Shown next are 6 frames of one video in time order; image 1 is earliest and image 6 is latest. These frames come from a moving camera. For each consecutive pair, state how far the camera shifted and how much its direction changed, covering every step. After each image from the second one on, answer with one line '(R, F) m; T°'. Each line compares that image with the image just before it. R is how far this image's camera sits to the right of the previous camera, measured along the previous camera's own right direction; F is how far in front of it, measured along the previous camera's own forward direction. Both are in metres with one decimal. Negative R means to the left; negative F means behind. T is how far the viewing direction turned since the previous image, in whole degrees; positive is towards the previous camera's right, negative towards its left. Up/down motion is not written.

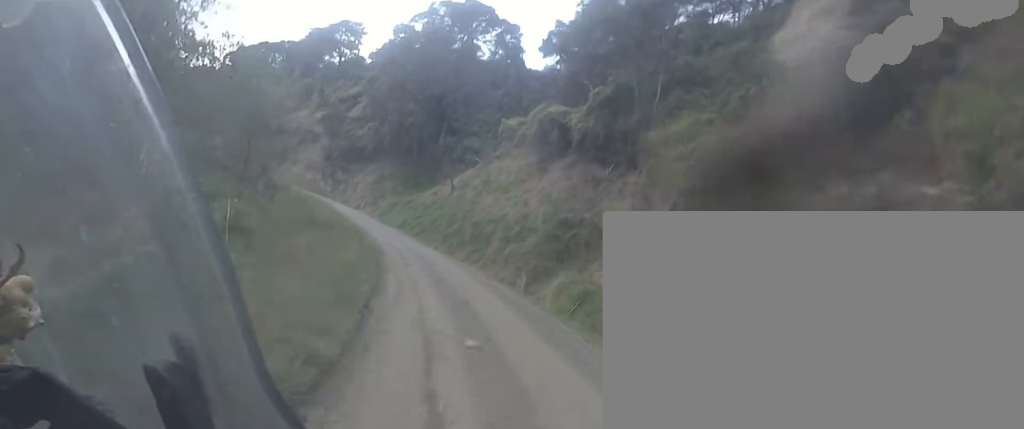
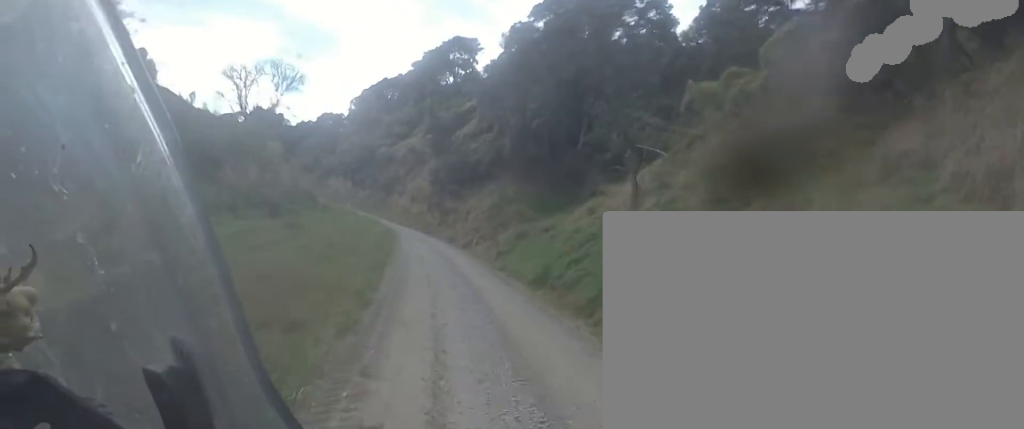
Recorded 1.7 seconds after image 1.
(-4.2, +19.5) m; -19°
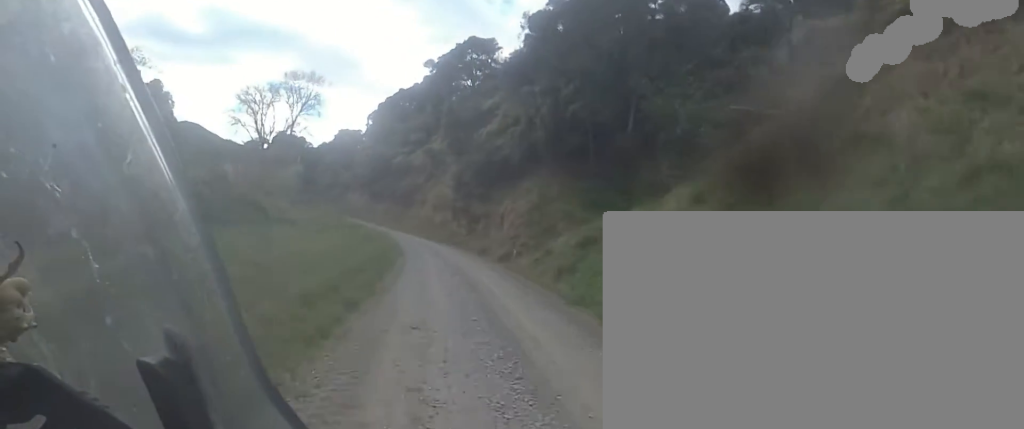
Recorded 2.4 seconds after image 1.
(-0.7, +8.6) m; -2°
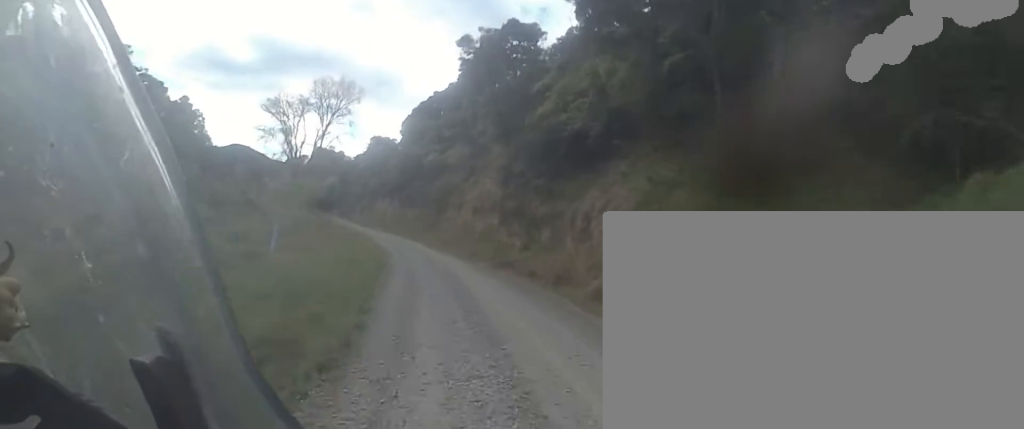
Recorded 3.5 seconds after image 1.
(+0.6, +14.6) m; +1°
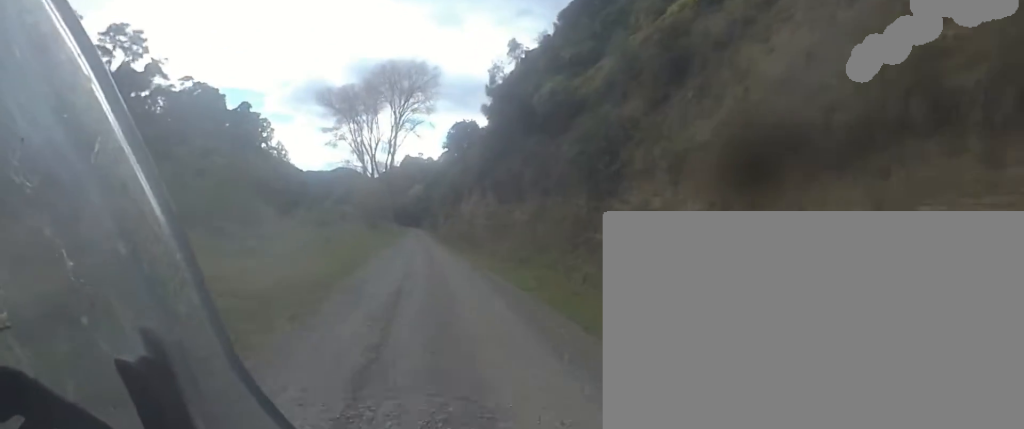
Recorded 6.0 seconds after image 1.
(-3.1, +31.6) m; -11°
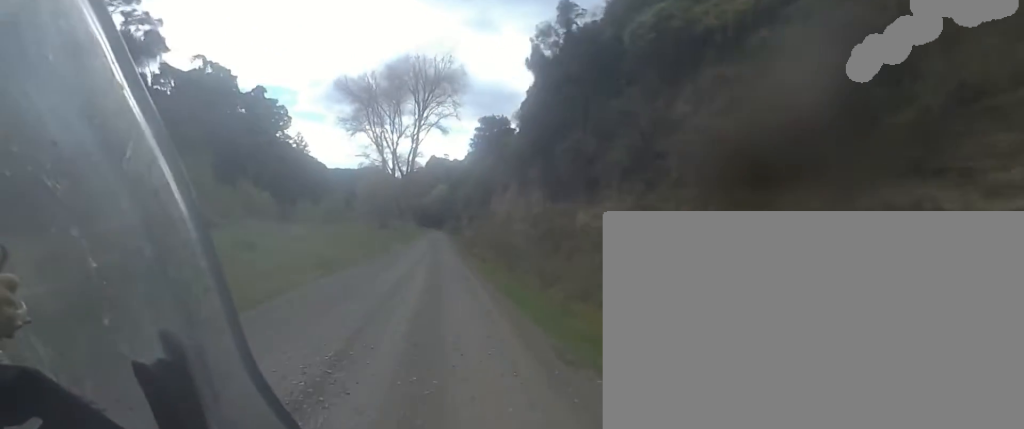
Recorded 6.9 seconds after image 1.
(-0.2, +12.5) m; -1°
